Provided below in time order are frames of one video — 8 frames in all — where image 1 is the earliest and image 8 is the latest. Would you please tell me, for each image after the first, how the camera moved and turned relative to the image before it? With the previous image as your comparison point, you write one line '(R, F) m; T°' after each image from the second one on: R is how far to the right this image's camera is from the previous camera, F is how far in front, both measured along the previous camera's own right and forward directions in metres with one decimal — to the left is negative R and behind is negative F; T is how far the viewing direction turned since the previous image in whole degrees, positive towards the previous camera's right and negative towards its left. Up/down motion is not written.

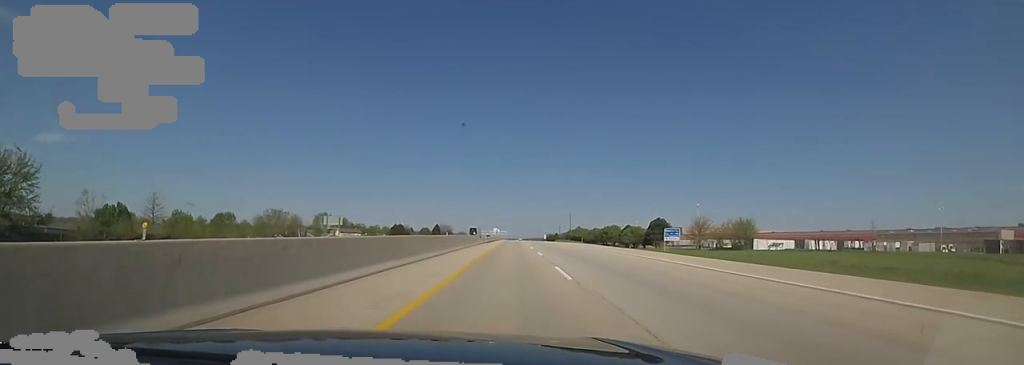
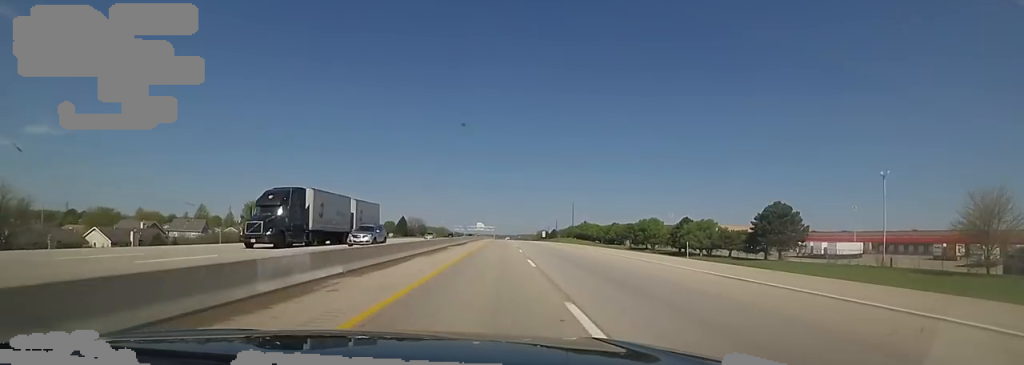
(+1.7, +70.7) m; +2°
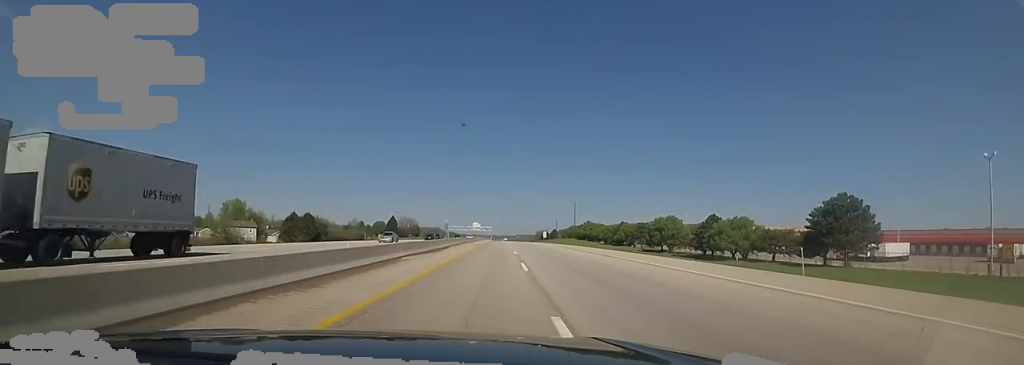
(+0.6, +16.9) m; 0°
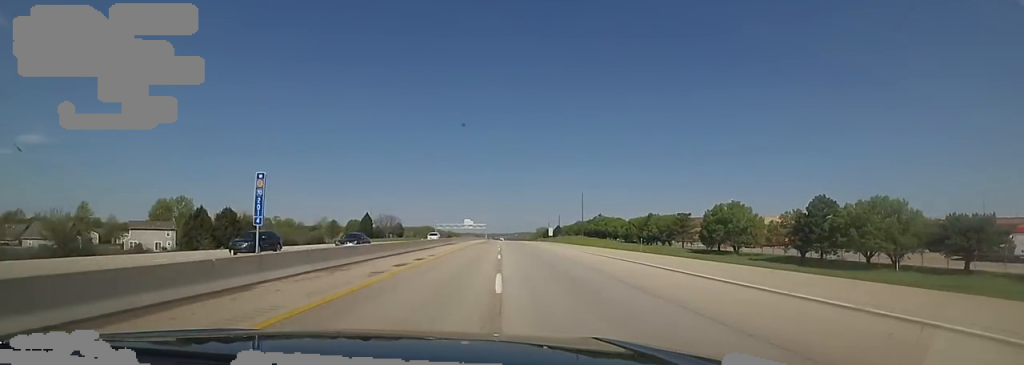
(-1.3, +37.2) m; 0°
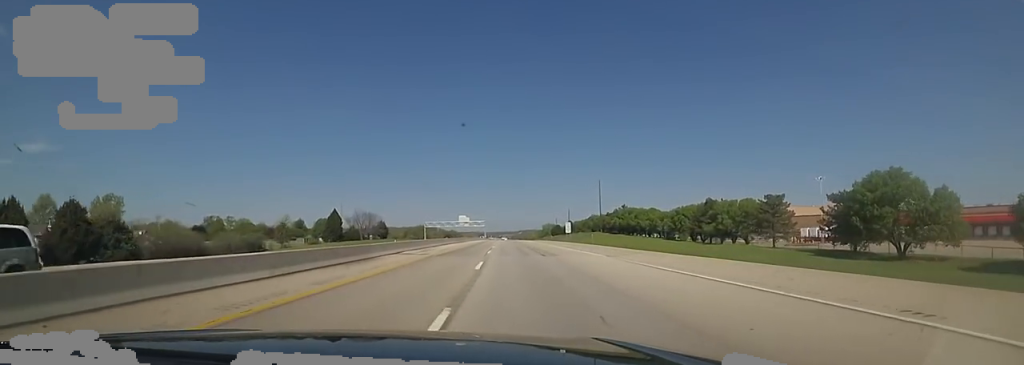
(+1.2, +38.1) m; 0°
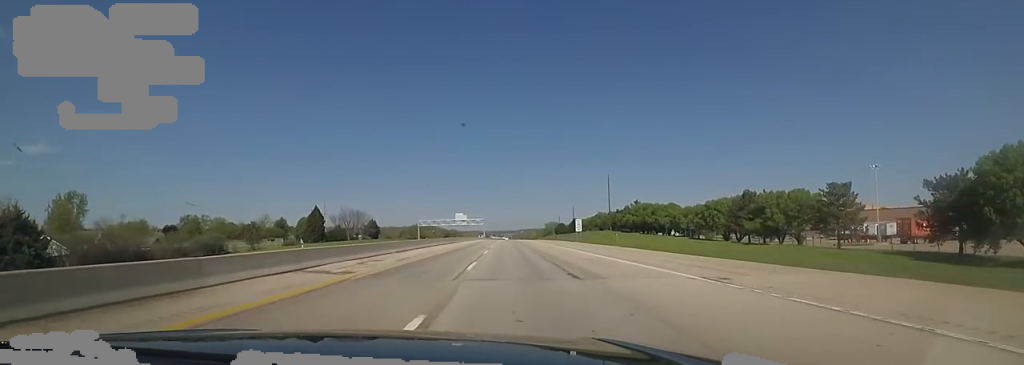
(-0.3, +15.3) m; -1°
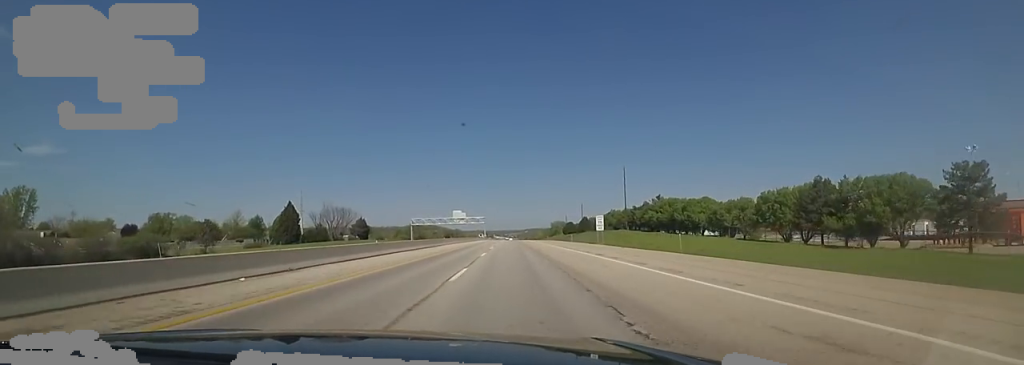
(-0.2, +18.9) m; -1°
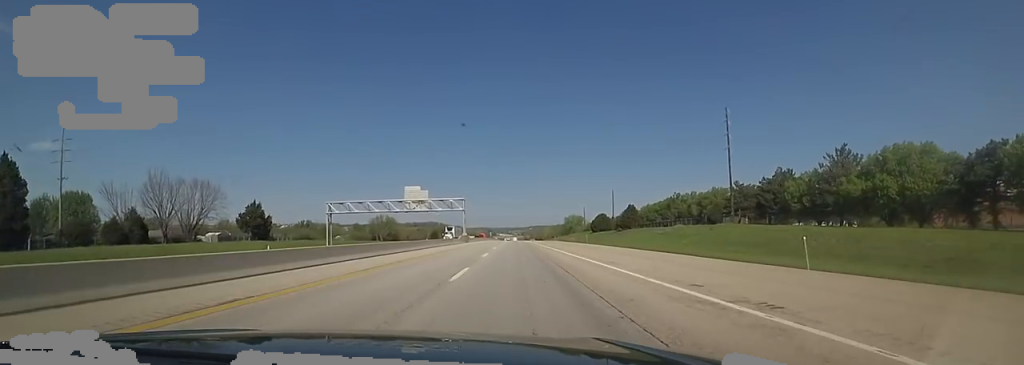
(-0.3, +74.9) m; +2°
